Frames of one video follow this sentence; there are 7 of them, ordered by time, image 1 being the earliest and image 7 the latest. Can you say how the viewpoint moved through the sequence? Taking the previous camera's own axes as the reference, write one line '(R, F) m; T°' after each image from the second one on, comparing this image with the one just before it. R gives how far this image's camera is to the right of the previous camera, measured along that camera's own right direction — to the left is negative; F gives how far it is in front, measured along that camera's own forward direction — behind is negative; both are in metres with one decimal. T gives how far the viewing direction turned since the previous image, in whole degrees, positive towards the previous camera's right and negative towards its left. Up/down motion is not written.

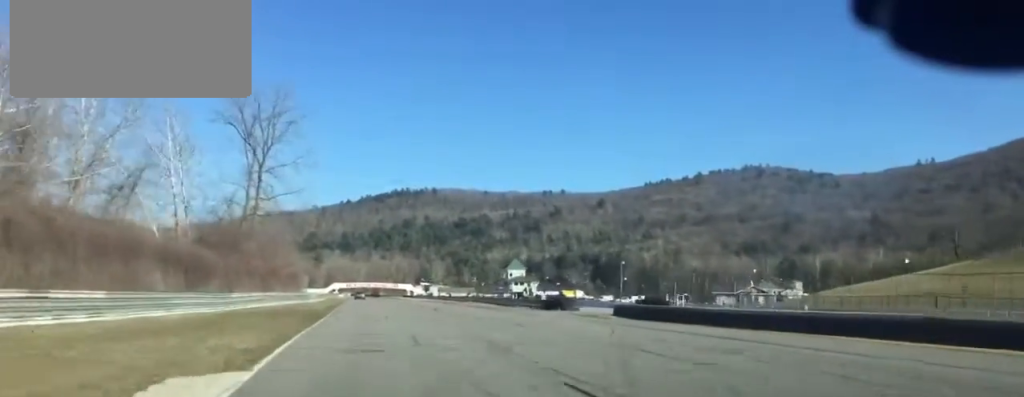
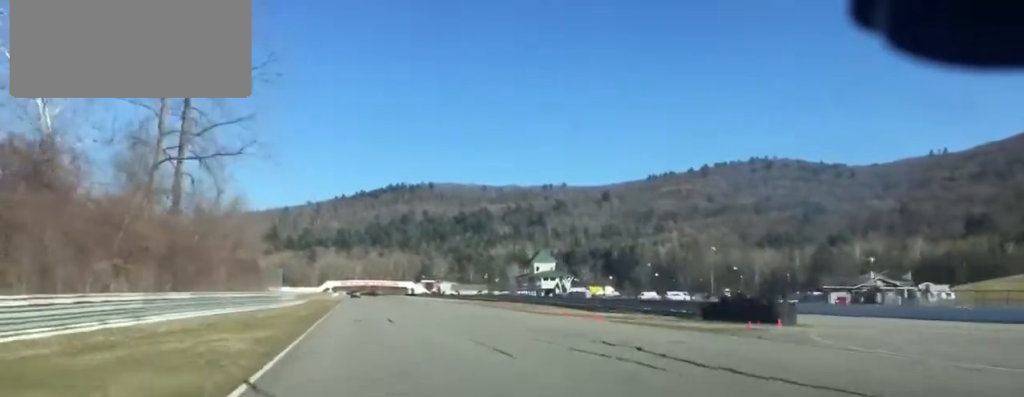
(-0.1, +45.4) m; 0°
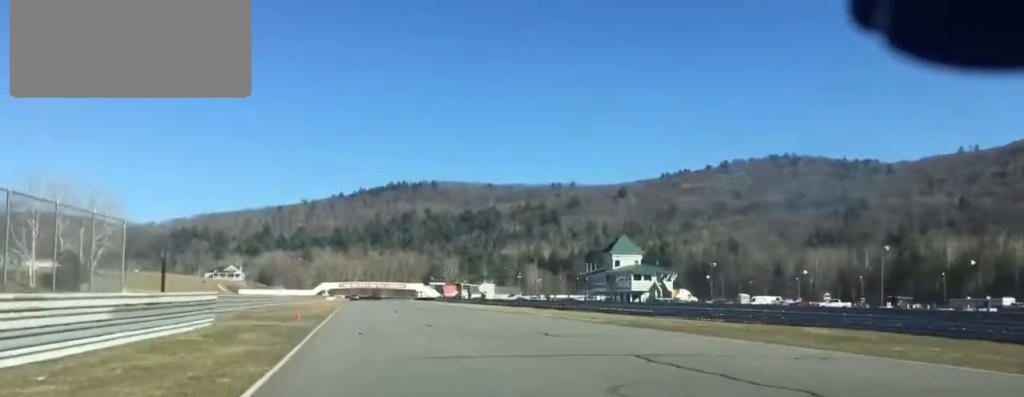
(0.0, +66.9) m; 0°
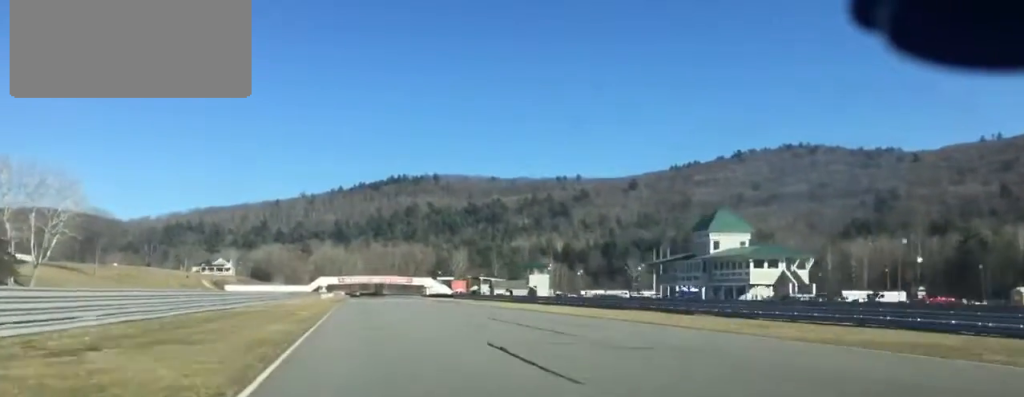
(0.0, +42.0) m; 0°
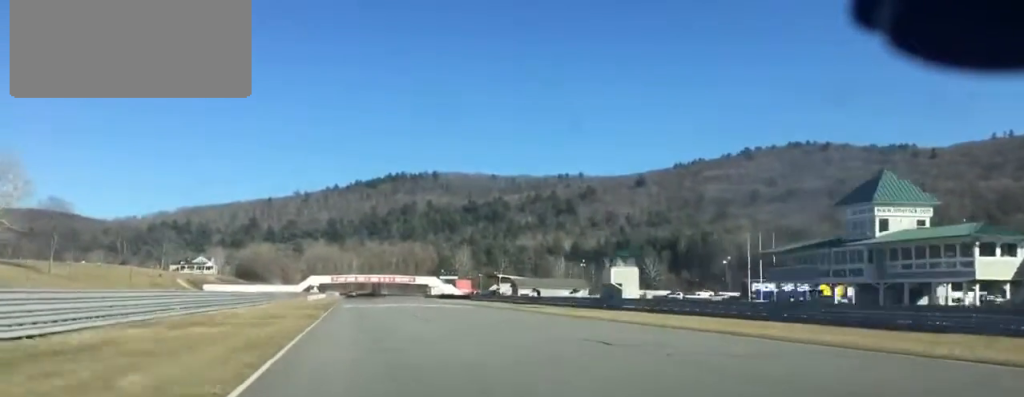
(0.0, +35.6) m; 0°
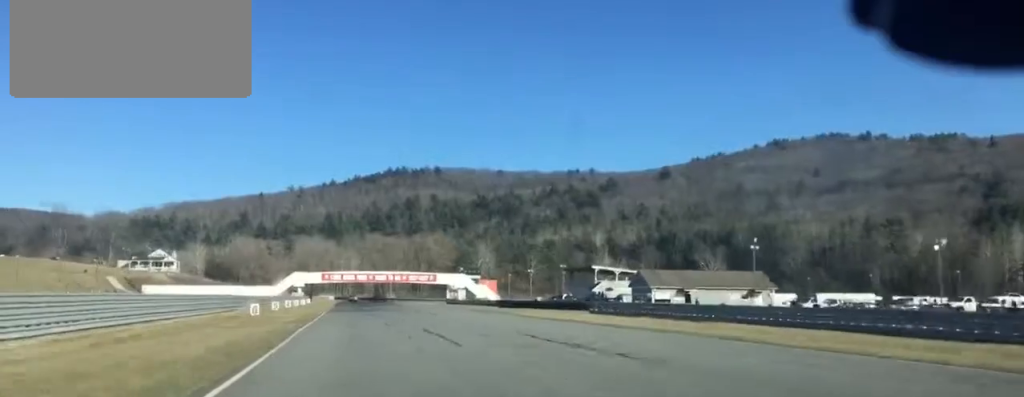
(+0.1, +84.2) m; 0°
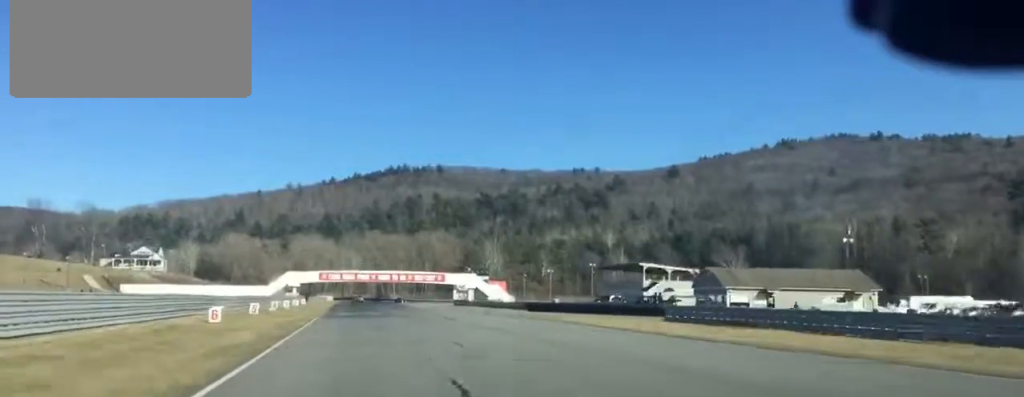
(-0.1, +19.8) m; 0°
